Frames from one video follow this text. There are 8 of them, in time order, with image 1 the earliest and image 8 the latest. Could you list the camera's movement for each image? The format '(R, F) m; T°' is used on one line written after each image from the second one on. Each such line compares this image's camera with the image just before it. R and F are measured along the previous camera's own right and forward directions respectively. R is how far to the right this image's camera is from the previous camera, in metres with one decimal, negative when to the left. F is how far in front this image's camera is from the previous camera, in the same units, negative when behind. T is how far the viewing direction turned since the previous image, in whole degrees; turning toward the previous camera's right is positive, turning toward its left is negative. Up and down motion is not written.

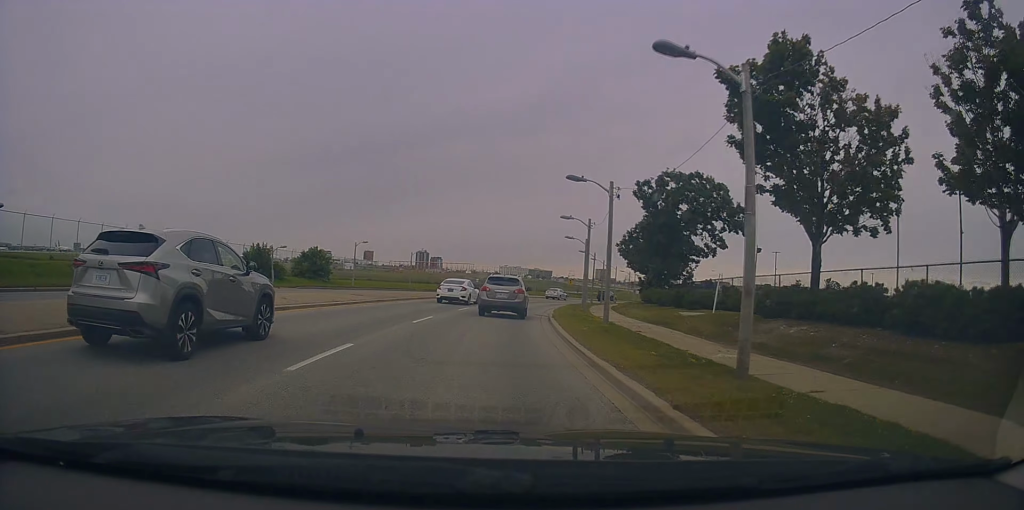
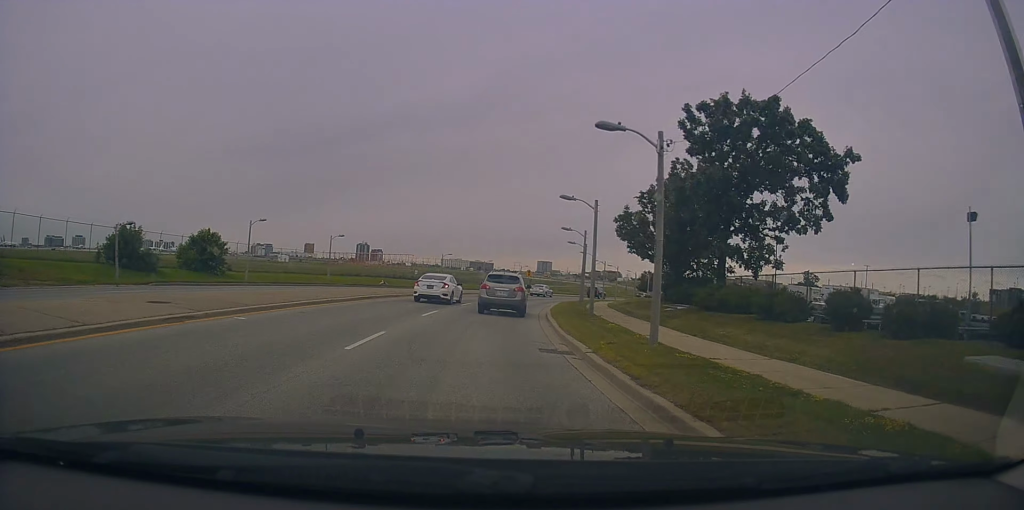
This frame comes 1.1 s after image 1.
(+0.5, +16.0) m; +6°
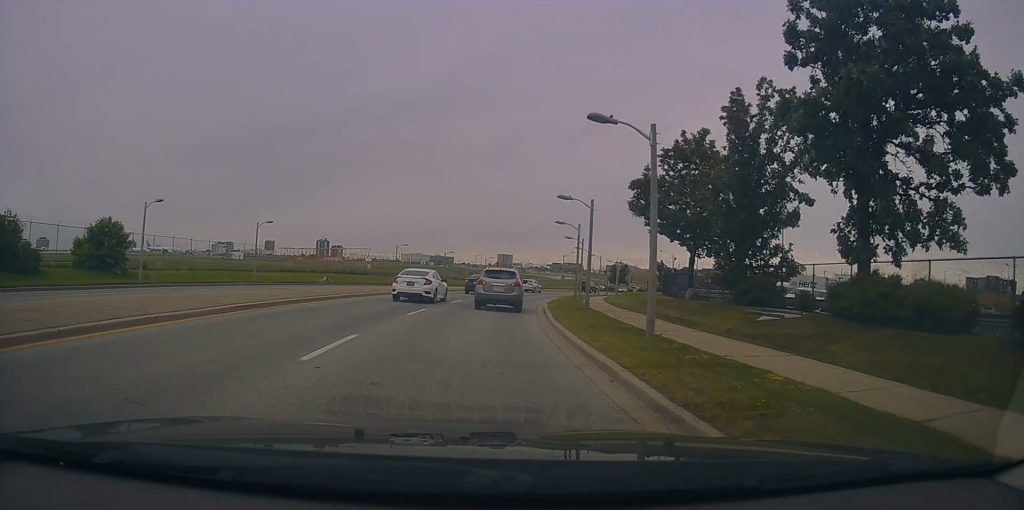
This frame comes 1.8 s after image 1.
(+0.5, +10.8) m; +6°
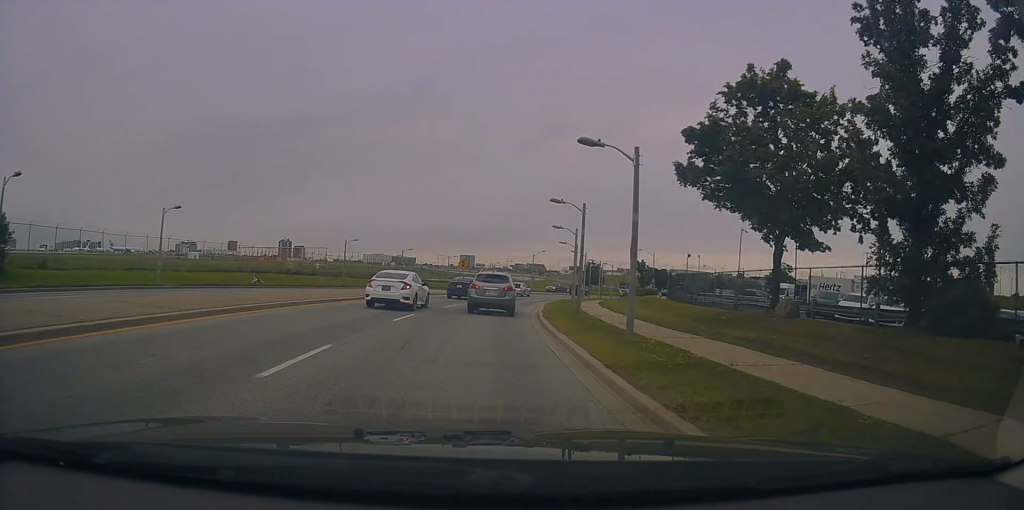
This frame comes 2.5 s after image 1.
(+0.5, +10.1) m; +2°
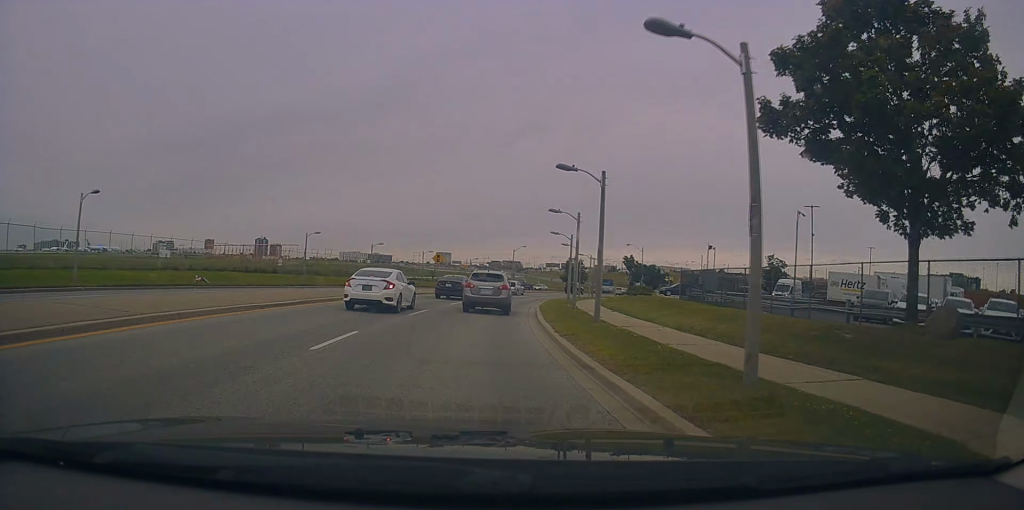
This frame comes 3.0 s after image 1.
(+0.1, +6.7) m; +1°
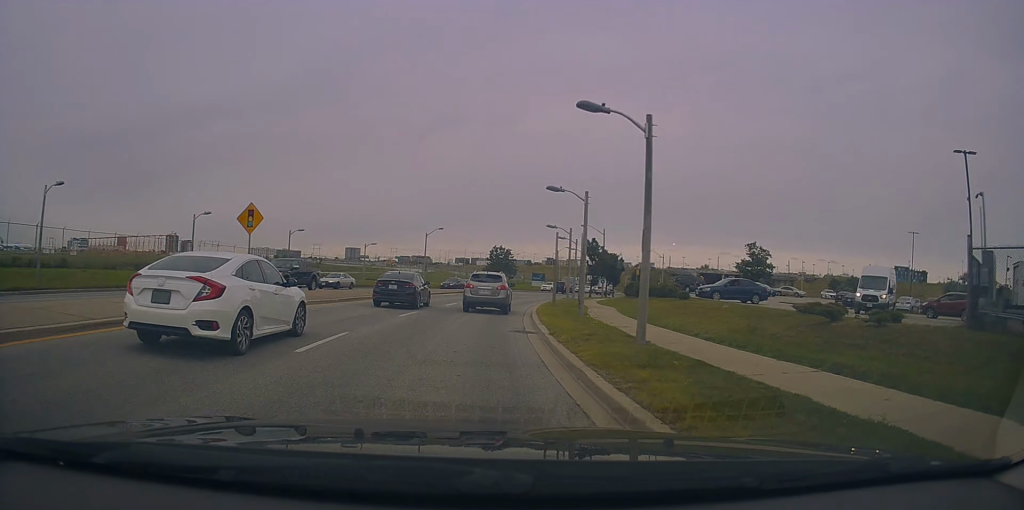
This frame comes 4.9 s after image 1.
(+2.2, +27.7) m; +10°
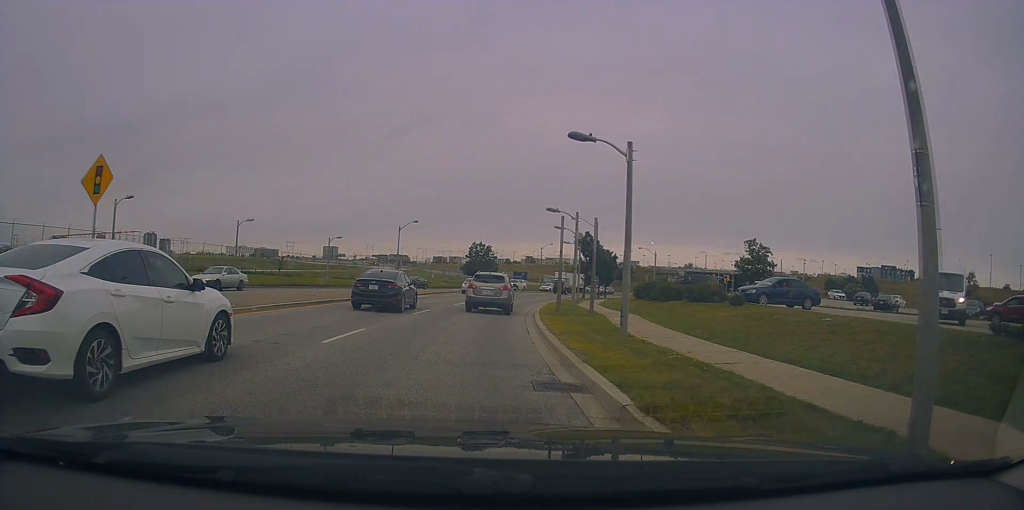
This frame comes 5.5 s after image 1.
(0.0, +7.7) m; +2°
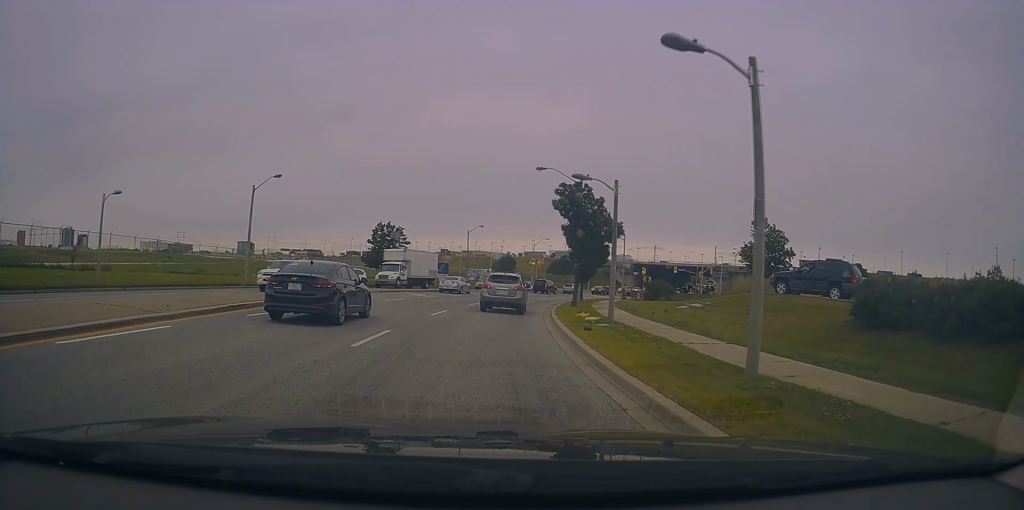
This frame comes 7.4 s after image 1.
(+2.5, +27.7) m; +12°
